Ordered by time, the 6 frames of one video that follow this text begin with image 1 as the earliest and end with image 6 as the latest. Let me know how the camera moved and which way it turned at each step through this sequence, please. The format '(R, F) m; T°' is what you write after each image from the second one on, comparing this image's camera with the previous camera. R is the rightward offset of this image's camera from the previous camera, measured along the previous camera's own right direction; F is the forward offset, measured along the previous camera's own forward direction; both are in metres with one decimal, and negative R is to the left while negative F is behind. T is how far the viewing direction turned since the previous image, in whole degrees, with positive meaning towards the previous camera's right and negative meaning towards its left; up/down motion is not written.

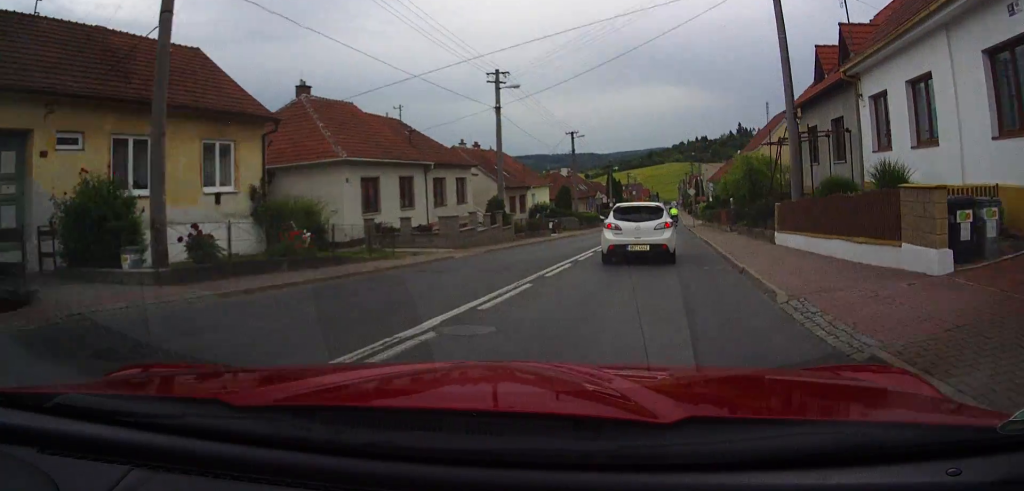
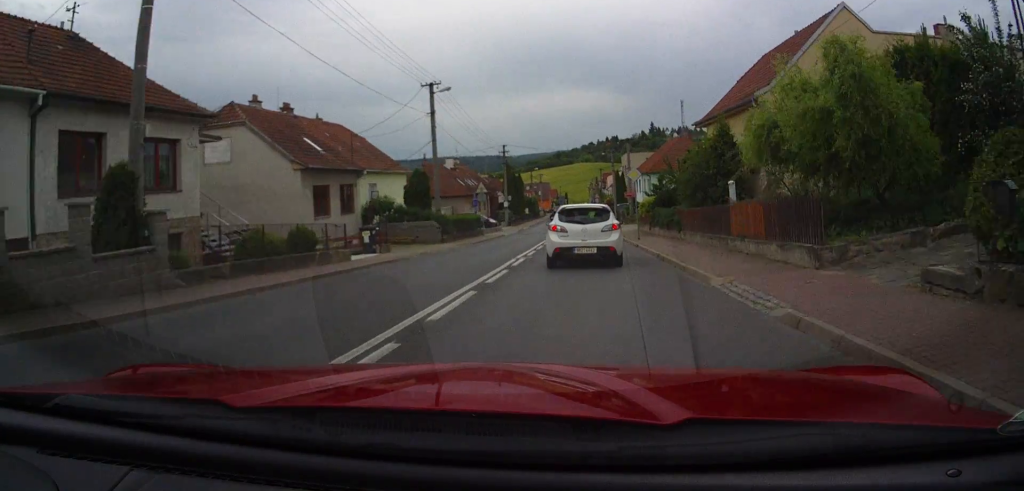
(+3.2, +18.9) m; +12°
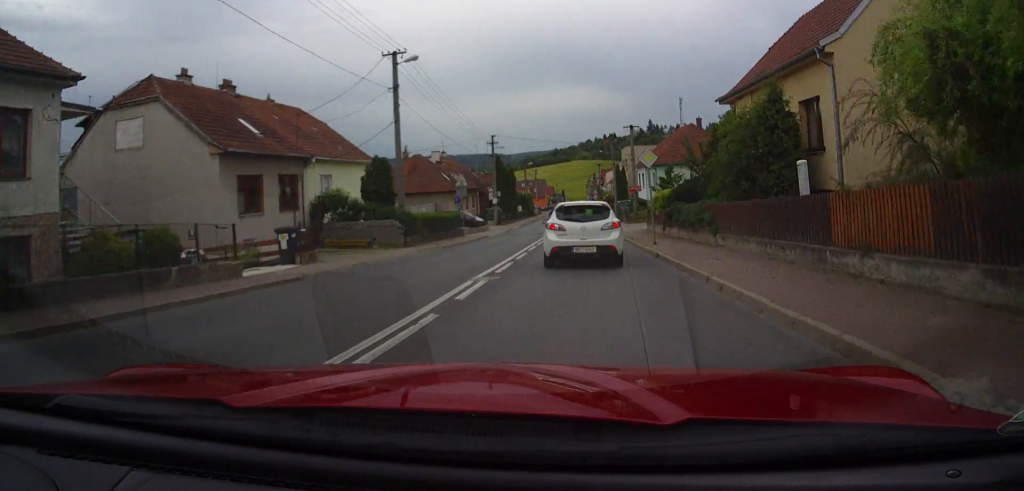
(+0.1, +6.3) m; 0°
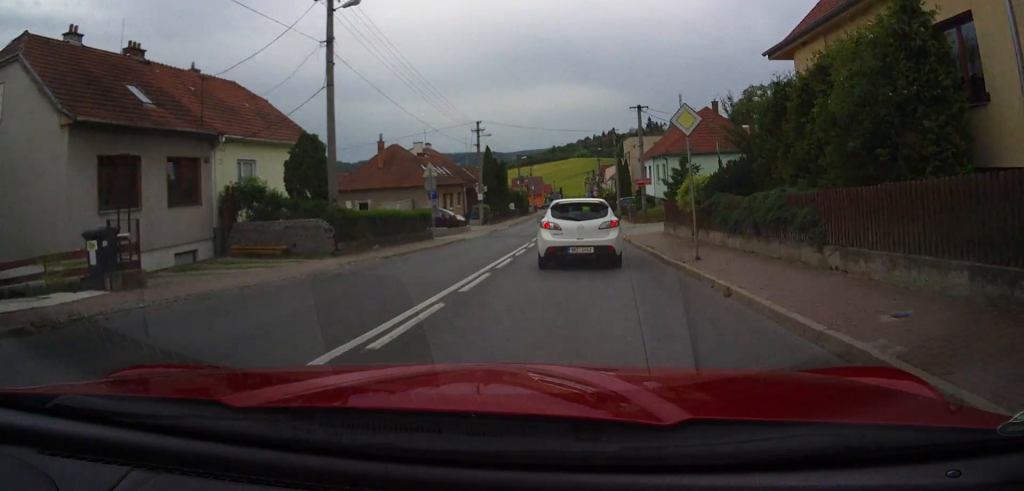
(0.0, +7.5) m; 0°
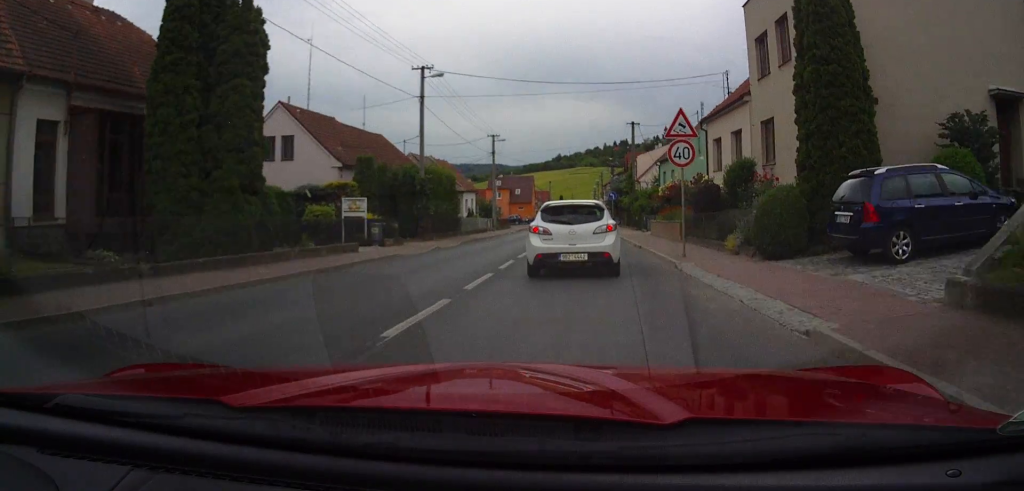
(-3.8, +60.9) m; -6°
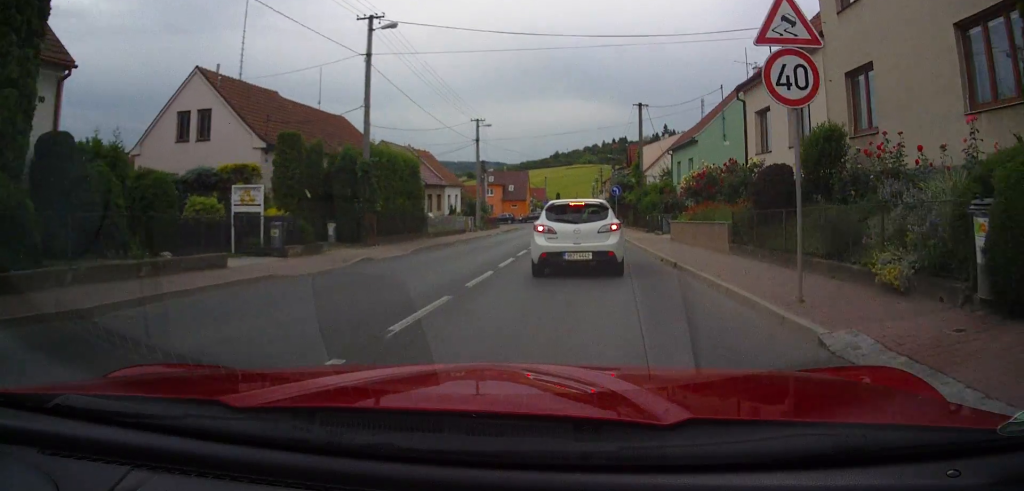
(-0.1, +8.5) m; 0°
